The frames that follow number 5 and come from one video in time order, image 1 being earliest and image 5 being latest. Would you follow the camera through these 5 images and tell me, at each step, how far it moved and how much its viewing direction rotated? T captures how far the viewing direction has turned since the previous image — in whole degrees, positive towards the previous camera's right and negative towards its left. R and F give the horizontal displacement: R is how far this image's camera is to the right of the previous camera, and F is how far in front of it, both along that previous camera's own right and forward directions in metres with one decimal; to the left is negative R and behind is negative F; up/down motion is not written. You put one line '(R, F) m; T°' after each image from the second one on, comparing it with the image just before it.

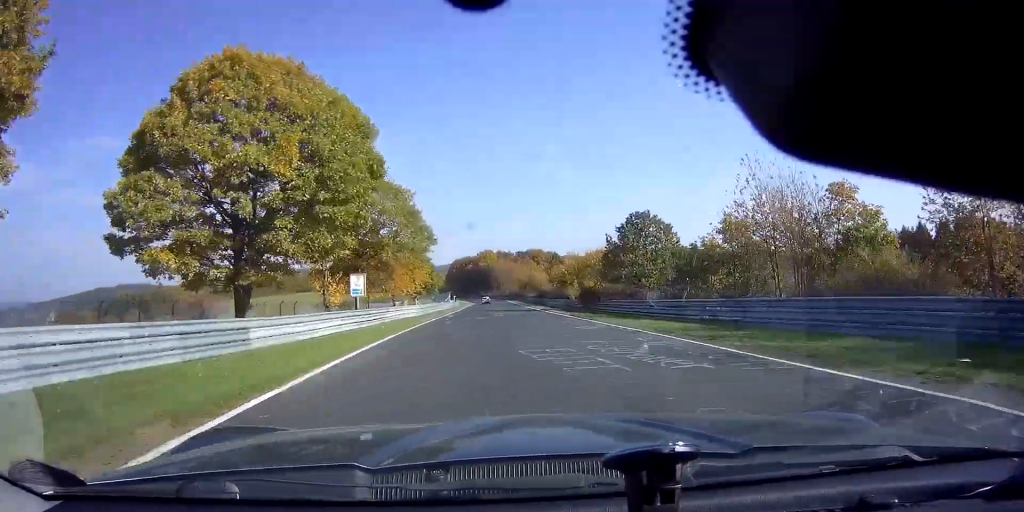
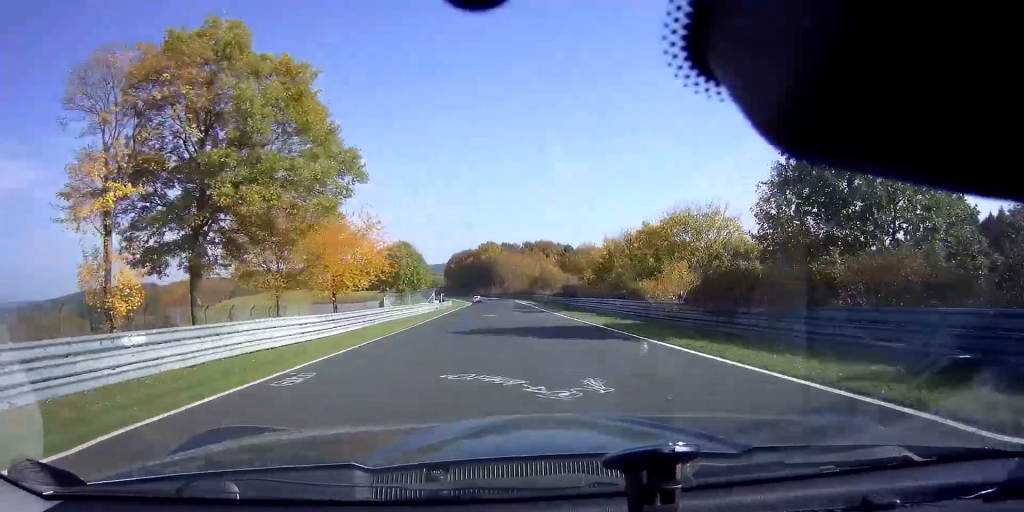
(+0.6, +27.8) m; +1°
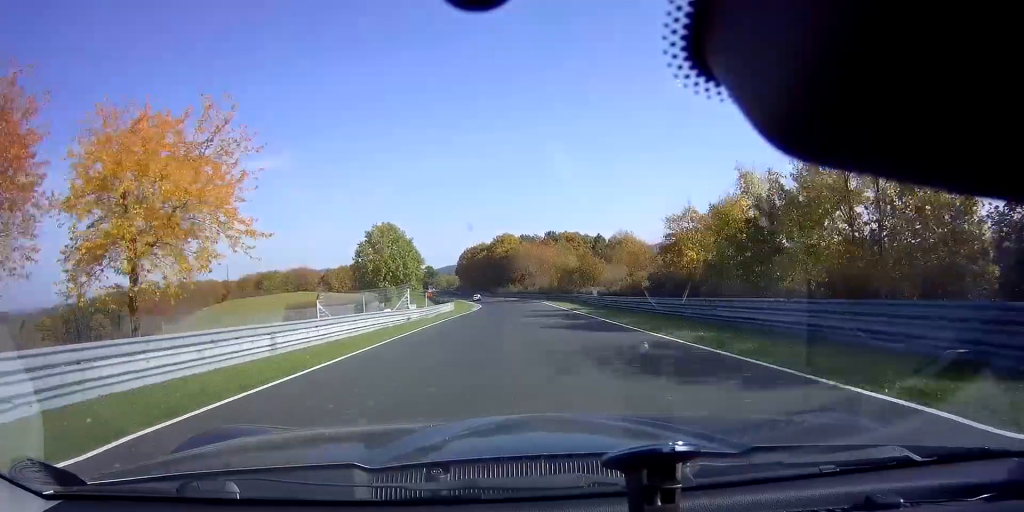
(-0.2, +28.5) m; -1°
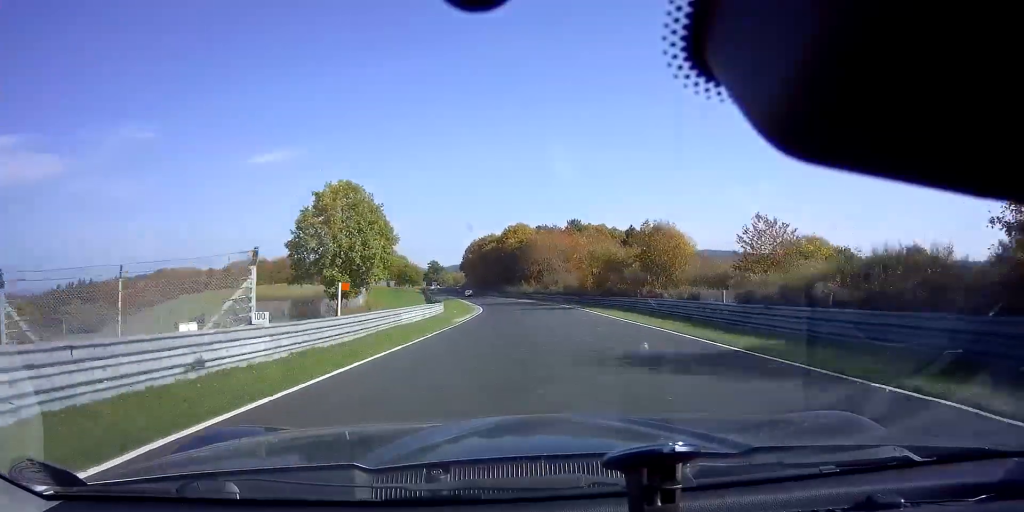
(-0.4, +26.4) m; -2°
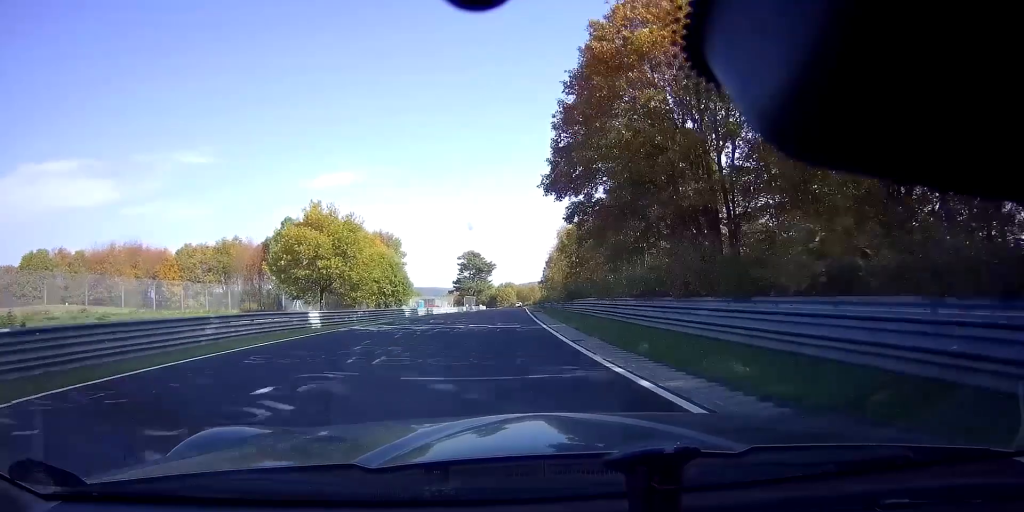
(-12.4, +162.6) m; -5°
